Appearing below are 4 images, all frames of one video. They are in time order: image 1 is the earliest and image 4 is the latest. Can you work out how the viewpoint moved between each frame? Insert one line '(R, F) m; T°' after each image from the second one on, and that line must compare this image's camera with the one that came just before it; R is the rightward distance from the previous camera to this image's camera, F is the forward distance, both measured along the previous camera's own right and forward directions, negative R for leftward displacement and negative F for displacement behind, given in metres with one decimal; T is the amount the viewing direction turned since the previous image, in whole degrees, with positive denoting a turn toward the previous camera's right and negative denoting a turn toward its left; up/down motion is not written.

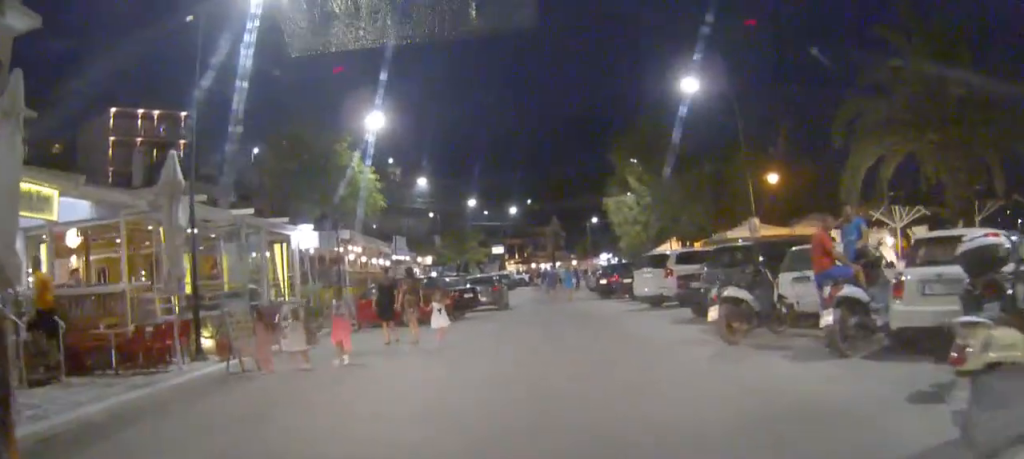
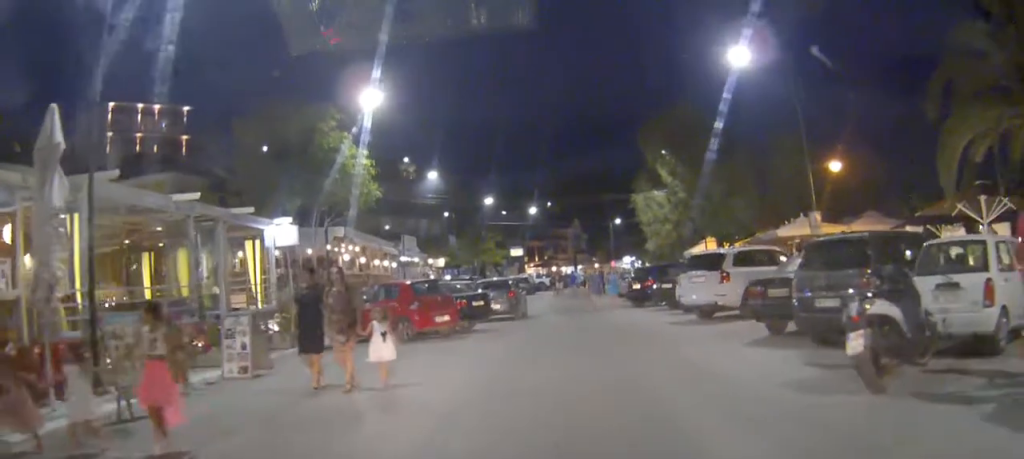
(-0.1, +4.2) m; -2°
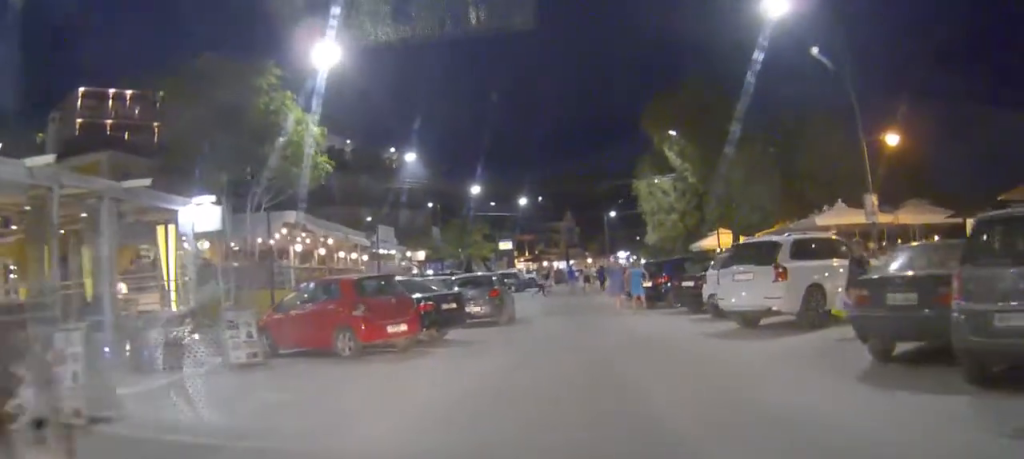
(+0.1, +4.3) m; +3°
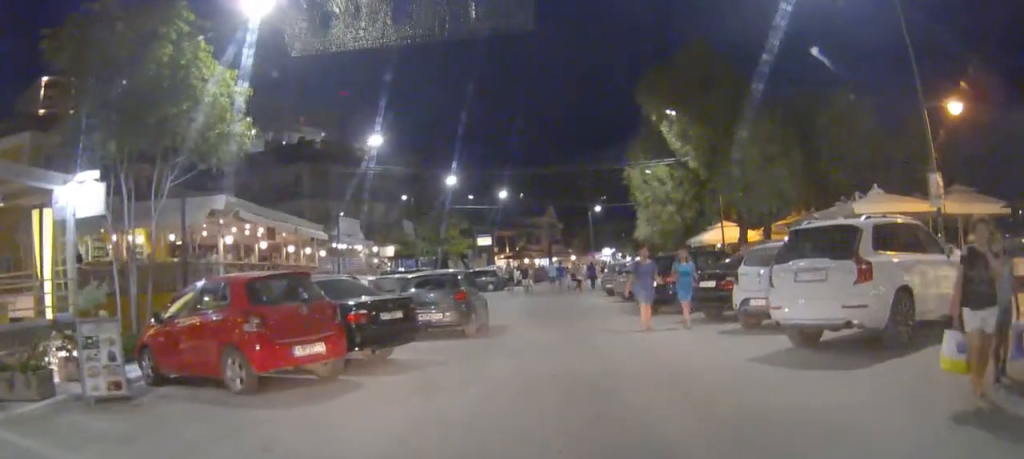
(0.0, +4.0) m; -1°
